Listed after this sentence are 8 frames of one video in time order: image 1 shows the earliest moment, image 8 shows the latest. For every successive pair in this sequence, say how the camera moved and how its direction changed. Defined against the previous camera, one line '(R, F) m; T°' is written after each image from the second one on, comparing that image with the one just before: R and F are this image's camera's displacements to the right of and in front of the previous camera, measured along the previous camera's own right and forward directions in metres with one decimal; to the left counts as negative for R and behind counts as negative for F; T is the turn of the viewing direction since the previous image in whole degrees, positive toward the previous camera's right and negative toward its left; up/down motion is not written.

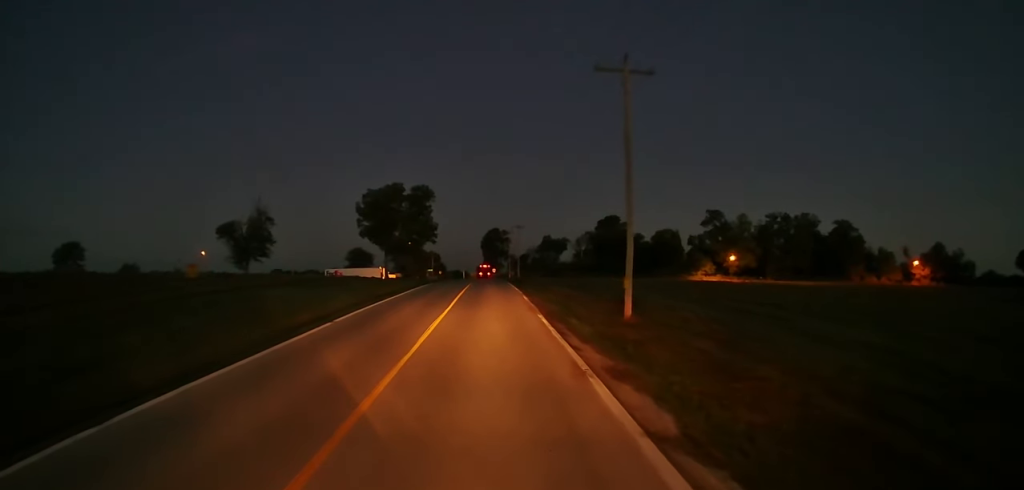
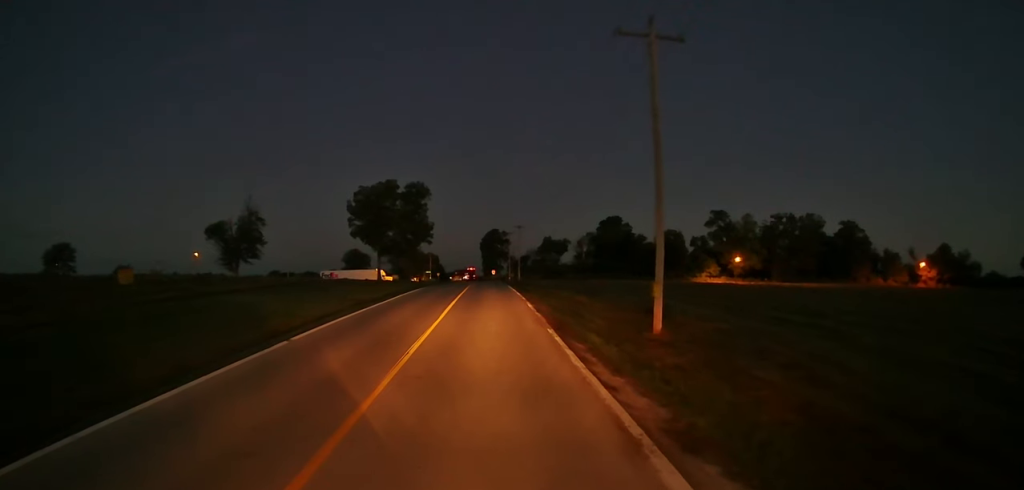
(0.0, +4.7) m; 0°
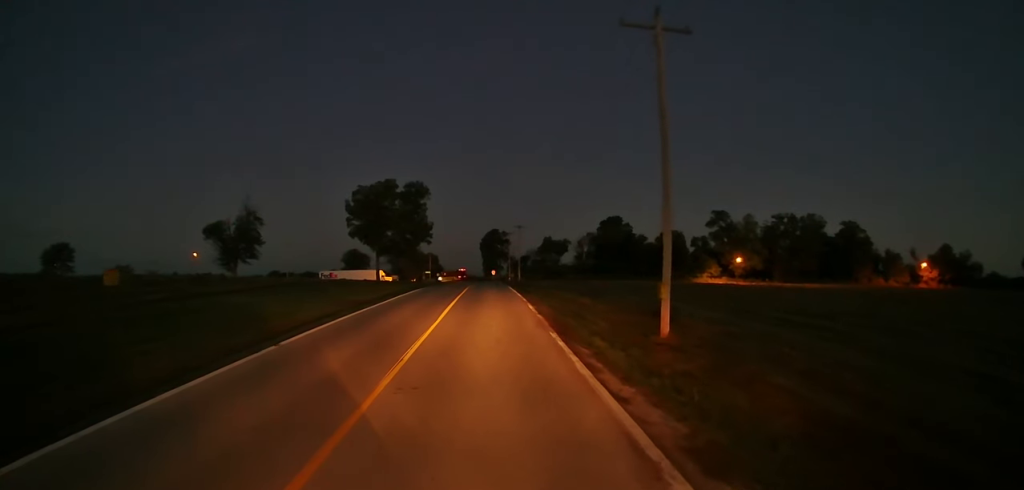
(0.0, +0.8) m; 0°
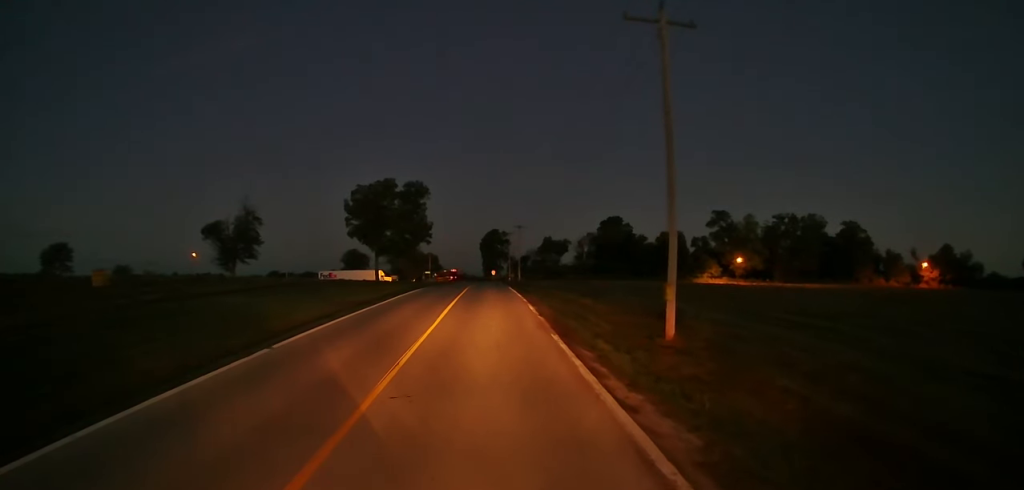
(0.0, +0.6) m; 0°
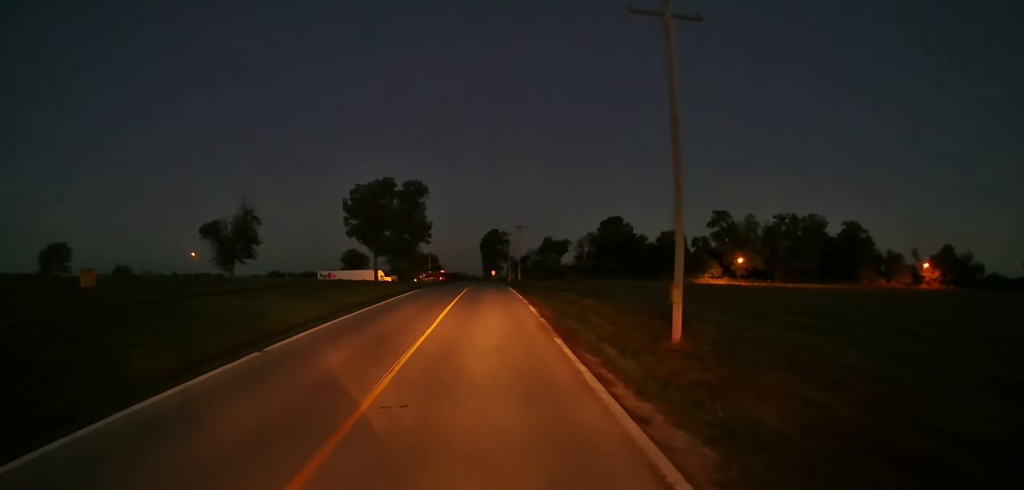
(0.0, +0.7) m; 0°
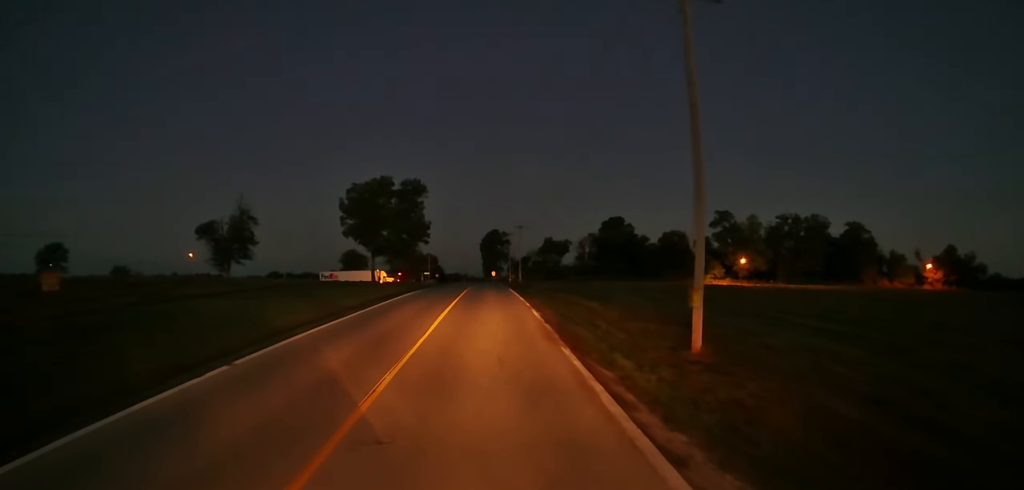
(0.0, +1.9) m; 0°
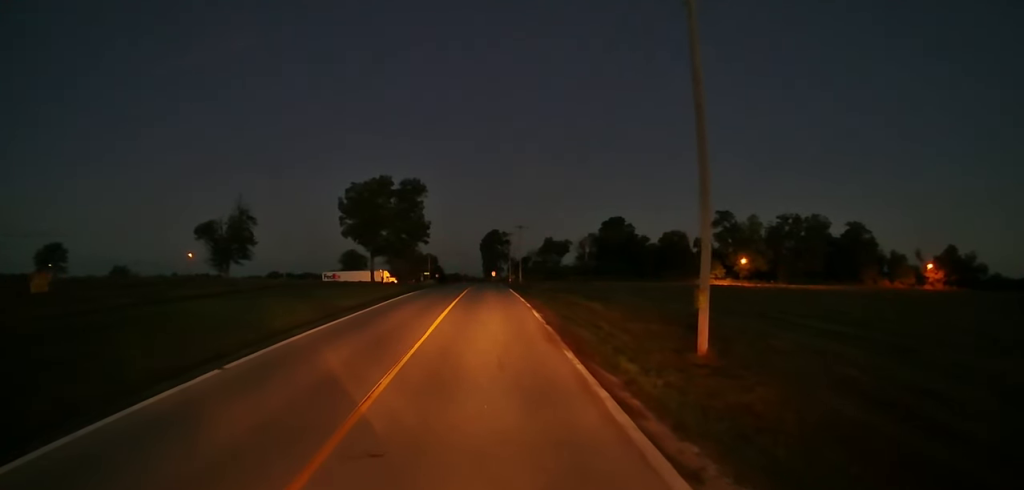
(0.0, +0.5) m; 0°
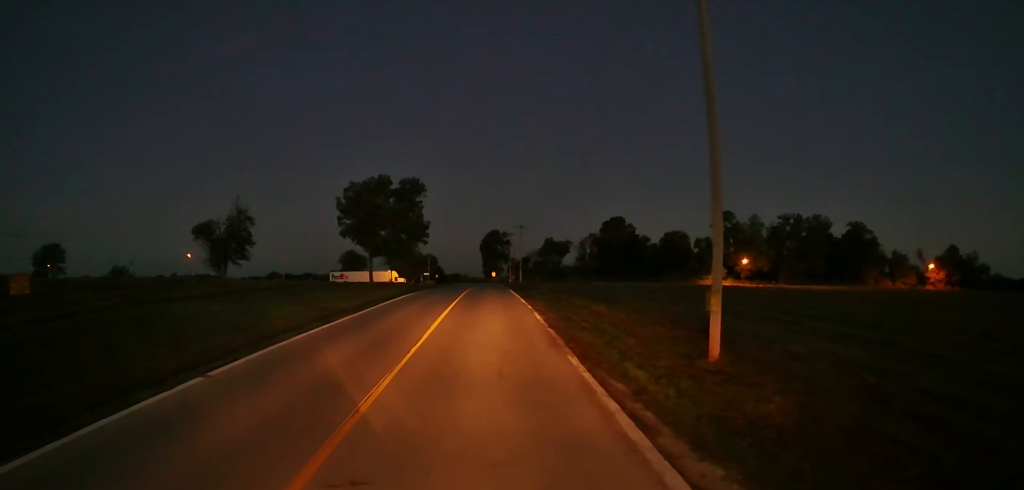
(0.0, +1.0) m; 0°
